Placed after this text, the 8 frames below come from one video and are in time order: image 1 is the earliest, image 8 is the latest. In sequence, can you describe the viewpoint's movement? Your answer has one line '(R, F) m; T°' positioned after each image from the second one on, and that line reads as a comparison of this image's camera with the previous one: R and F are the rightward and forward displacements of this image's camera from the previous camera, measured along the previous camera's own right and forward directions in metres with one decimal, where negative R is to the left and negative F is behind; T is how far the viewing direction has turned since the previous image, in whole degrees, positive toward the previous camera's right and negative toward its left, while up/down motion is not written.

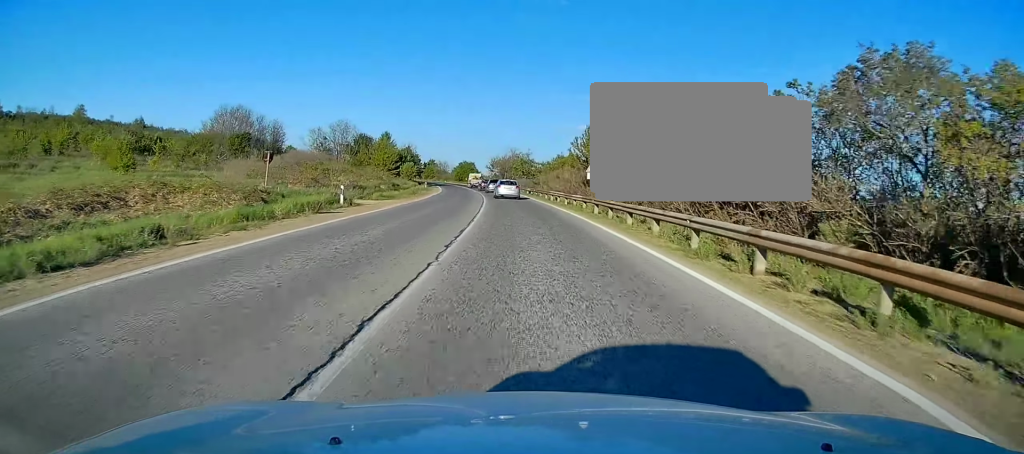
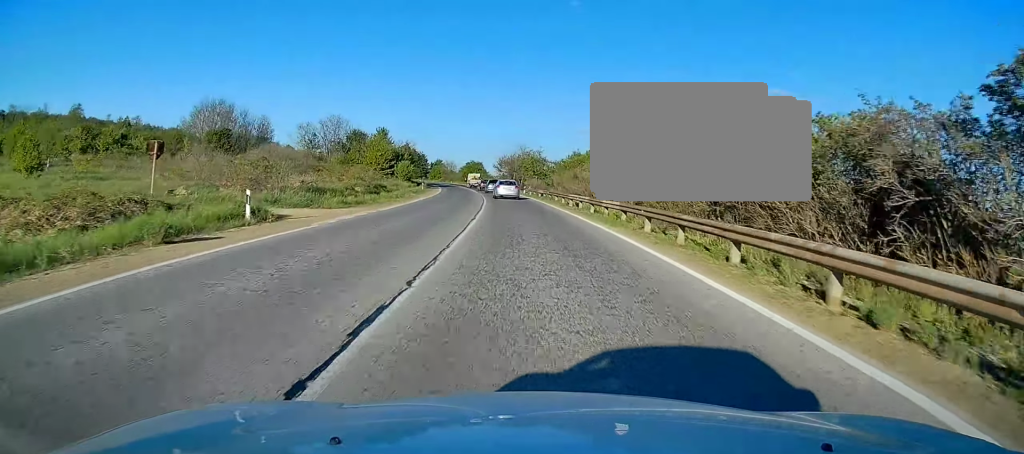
(-0.1, +10.1) m; -1°
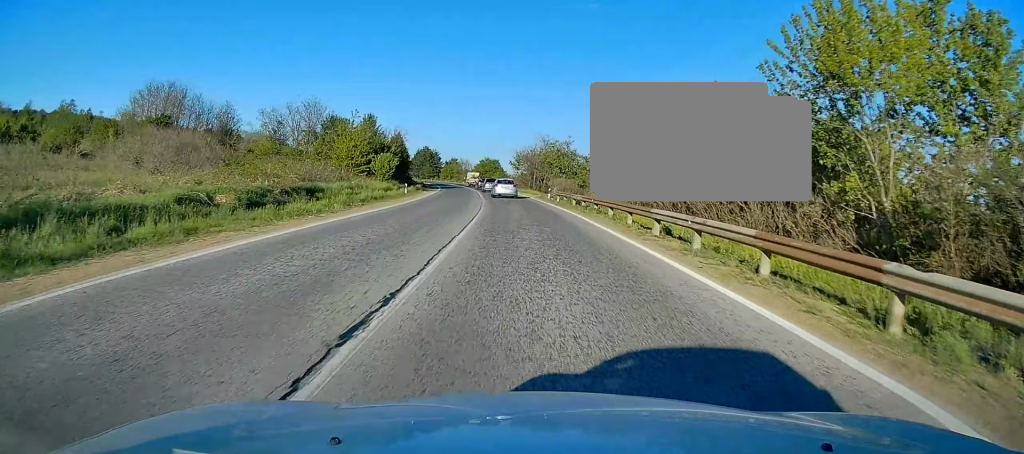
(-0.1, +20.3) m; -1°
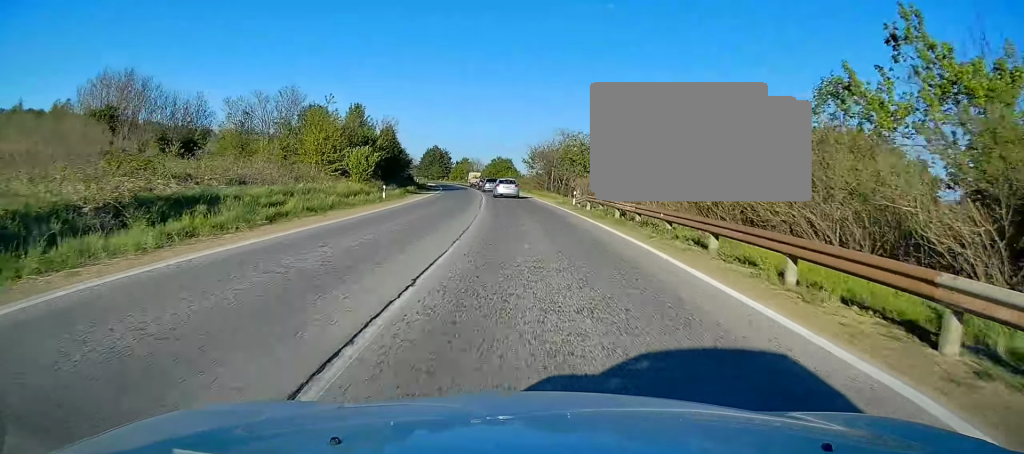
(-0.2, +12.4) m; -1°
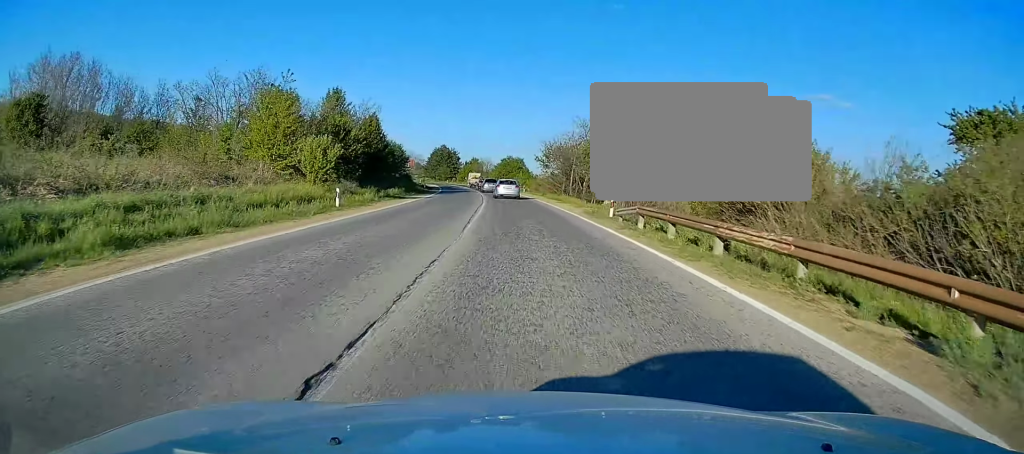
(-0.1, +11.6) m; -1°
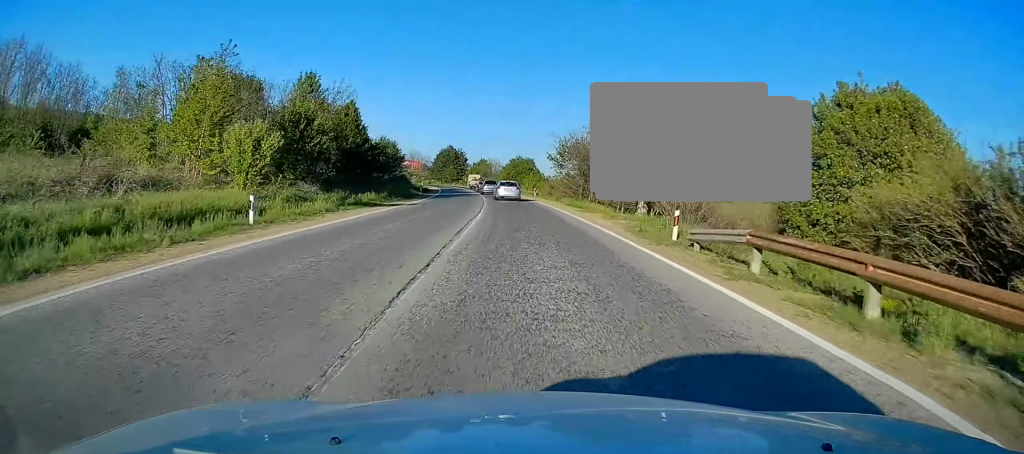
(-0.1, +9.4) m; -1°
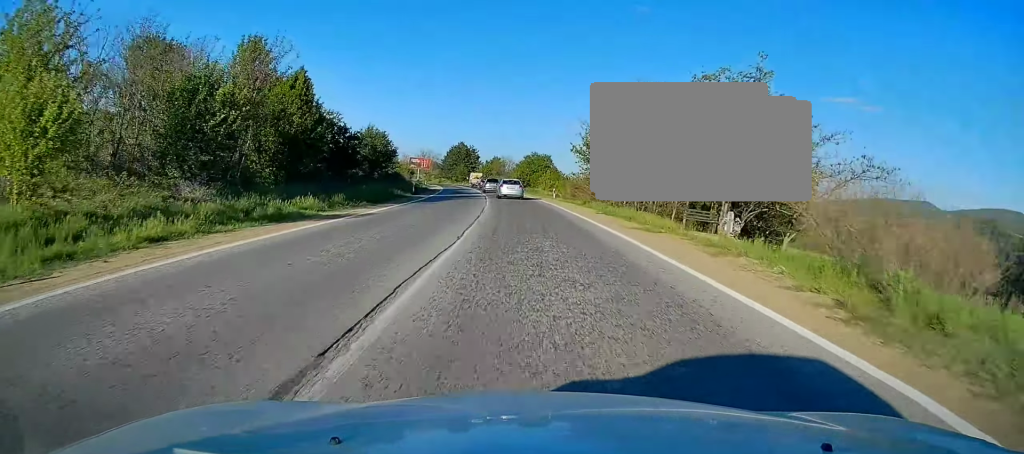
(-0.1, +12.3) m; -1°
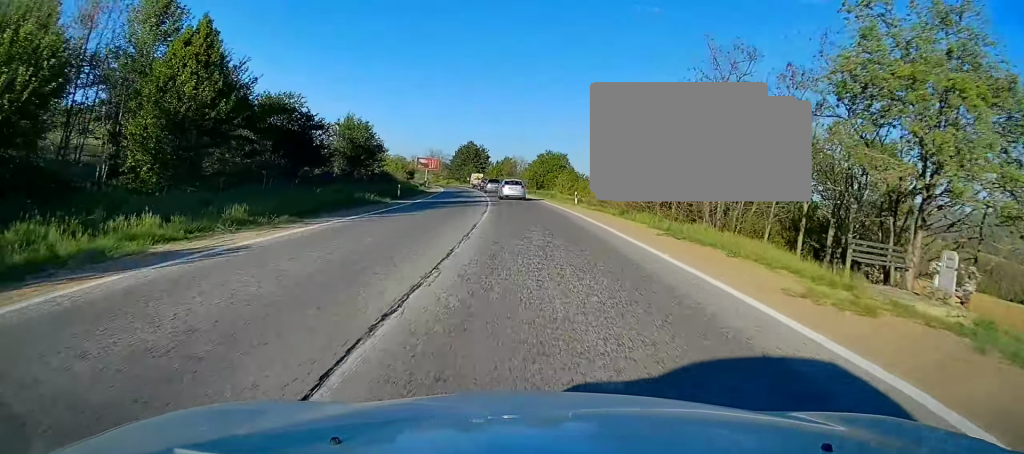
(-0.1, +10.9) m; -1°
